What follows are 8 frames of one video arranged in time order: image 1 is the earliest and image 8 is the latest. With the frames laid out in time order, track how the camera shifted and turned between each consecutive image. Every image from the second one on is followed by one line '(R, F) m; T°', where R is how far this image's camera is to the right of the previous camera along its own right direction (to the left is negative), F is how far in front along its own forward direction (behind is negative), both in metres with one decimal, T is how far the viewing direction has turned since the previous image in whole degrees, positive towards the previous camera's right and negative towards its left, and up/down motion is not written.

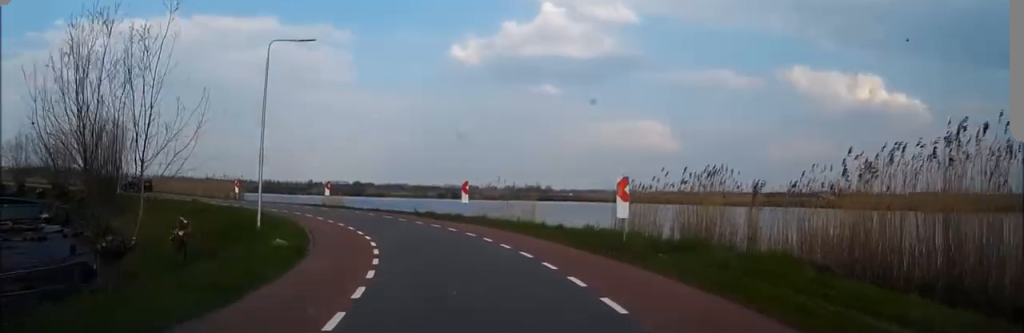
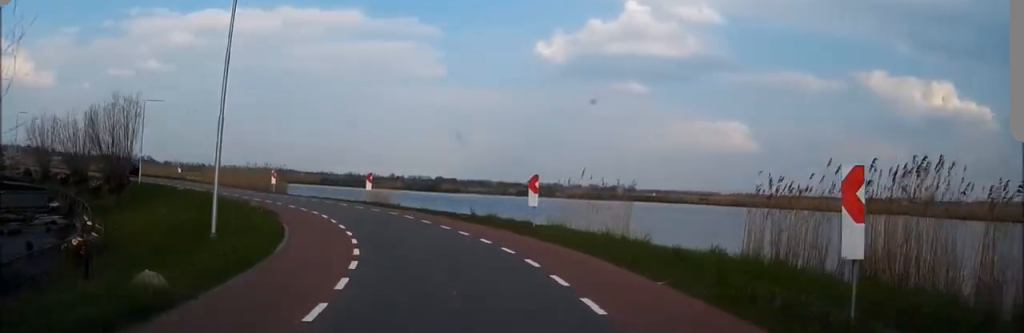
(-0.2, +8.4) m; -6°
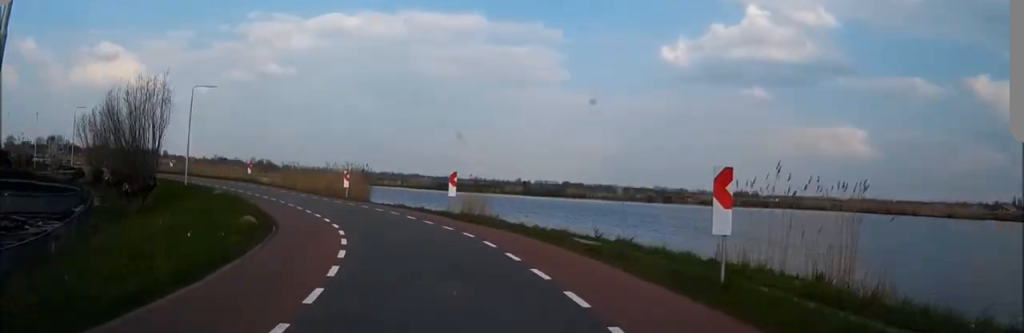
(-0.6, +10.2) m; -9°
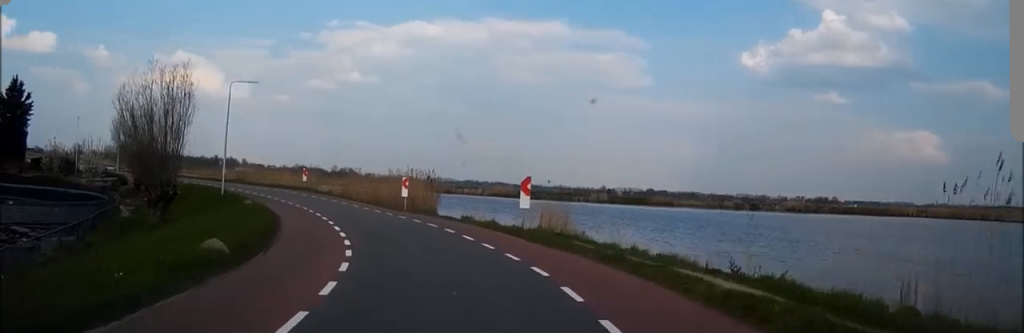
(-0.6, +5.7) m; -6°
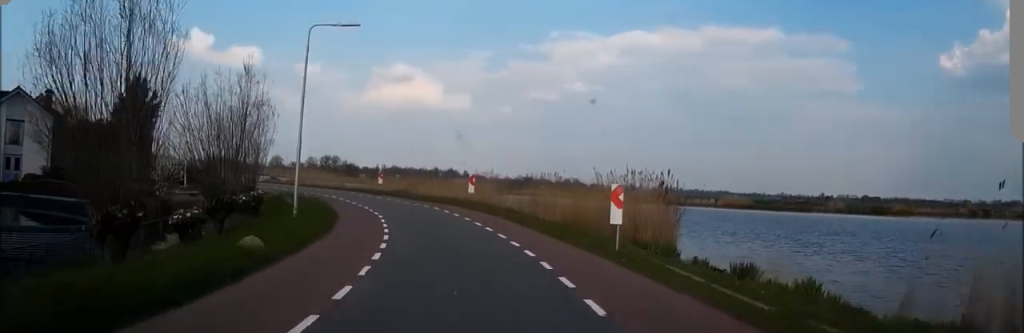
(-2.3, +16.6) m; -17°
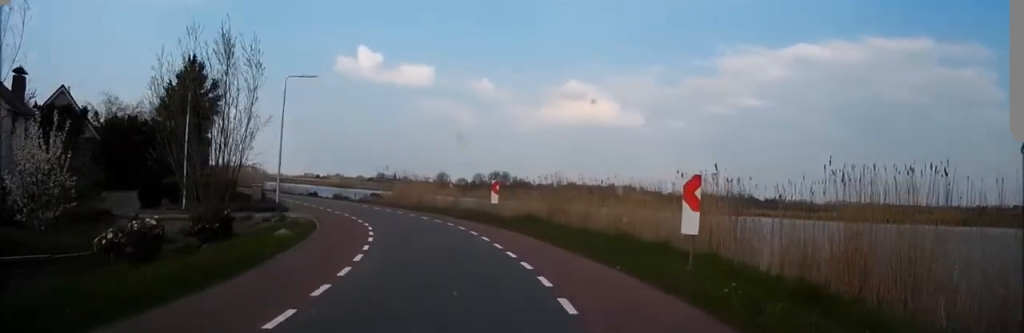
(-3.4, +21.6) m; -16°
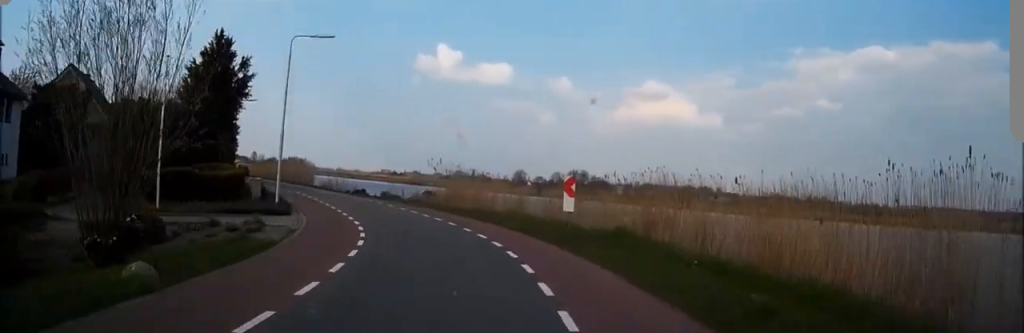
(-0.5, +8.7) m; -6°
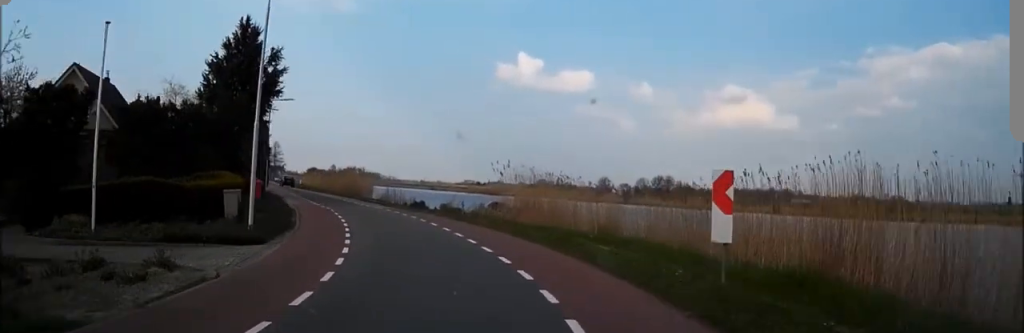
(-0.5, +8.8) m; -7°
